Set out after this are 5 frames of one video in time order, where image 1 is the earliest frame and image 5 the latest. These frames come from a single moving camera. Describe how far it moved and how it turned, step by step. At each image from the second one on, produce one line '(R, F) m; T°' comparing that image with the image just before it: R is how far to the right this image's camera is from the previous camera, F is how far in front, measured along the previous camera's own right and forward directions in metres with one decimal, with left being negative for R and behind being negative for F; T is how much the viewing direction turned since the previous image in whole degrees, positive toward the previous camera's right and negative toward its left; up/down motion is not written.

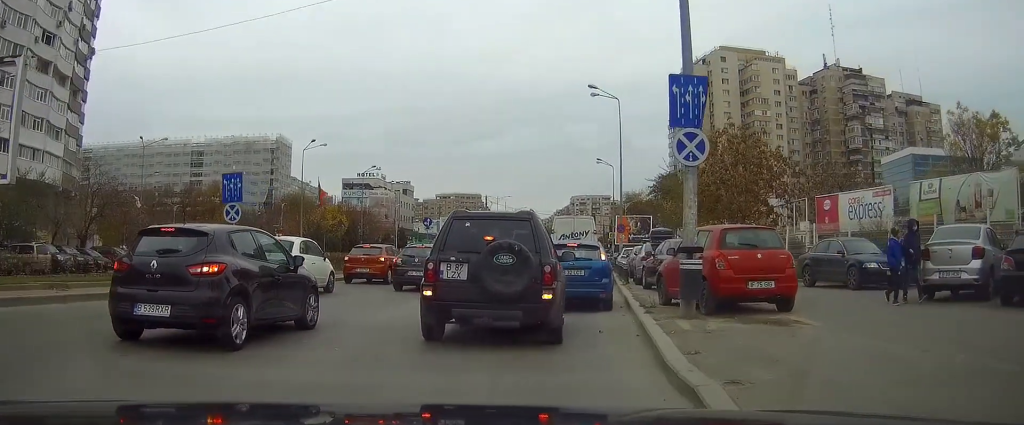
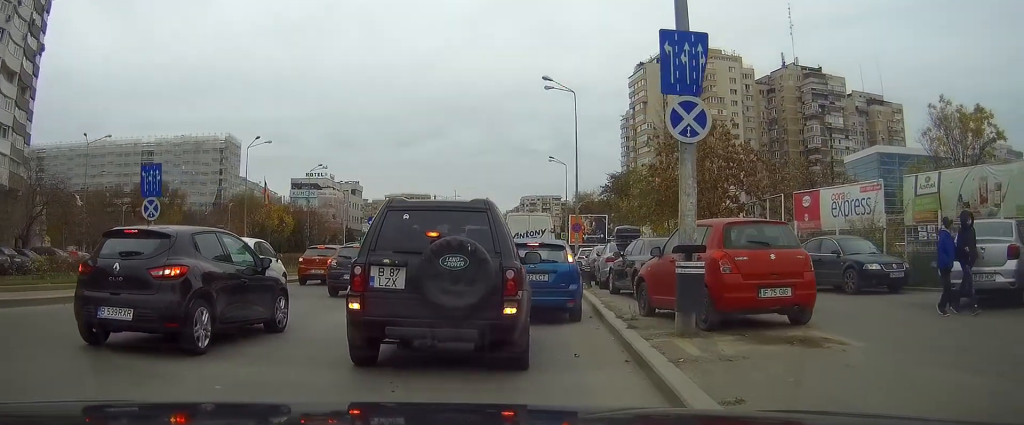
(+0.1, +2.4) m; +5°
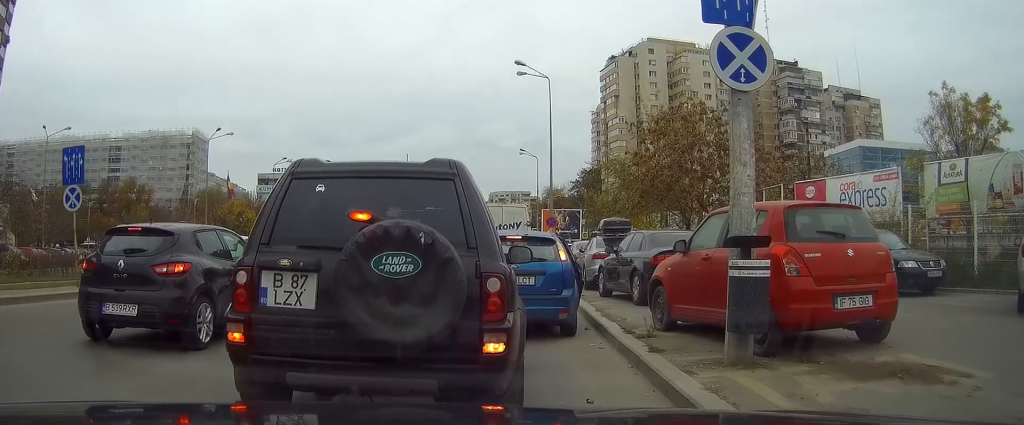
(+0.3, +3.0) m; +8°
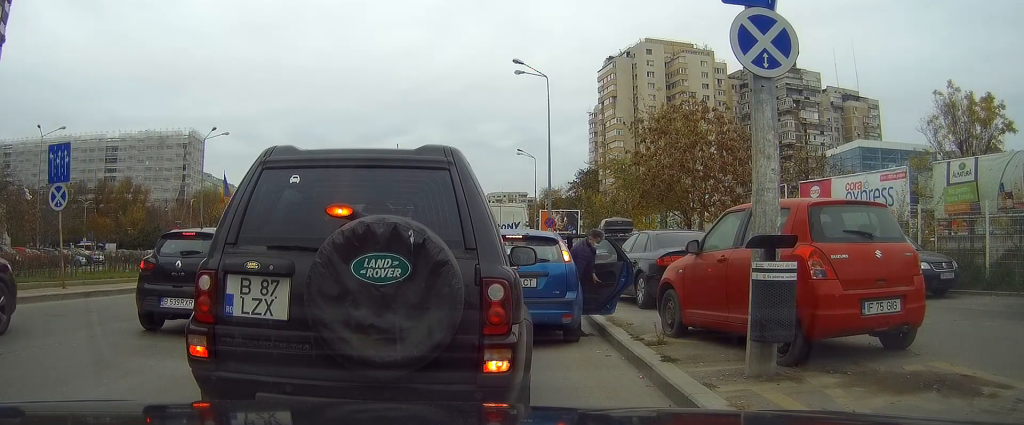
(+1.2, +1.4) m; 0°
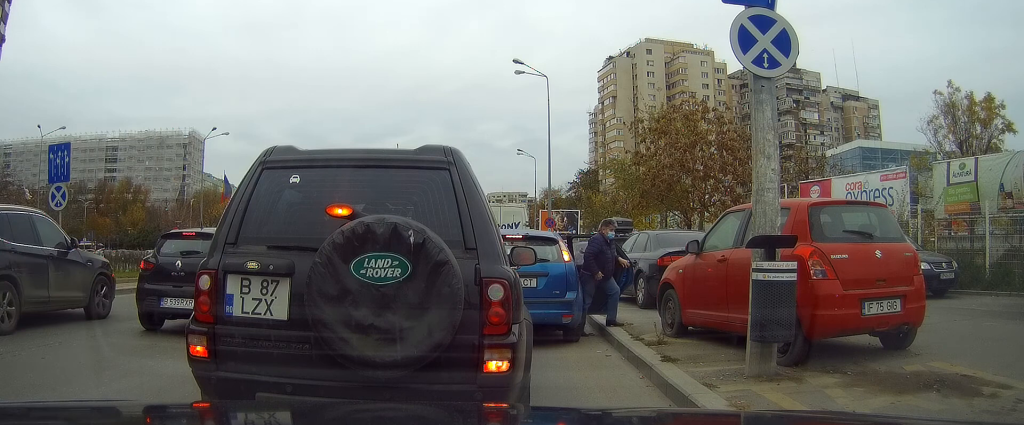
(0.0, 0.0) m; 0°
